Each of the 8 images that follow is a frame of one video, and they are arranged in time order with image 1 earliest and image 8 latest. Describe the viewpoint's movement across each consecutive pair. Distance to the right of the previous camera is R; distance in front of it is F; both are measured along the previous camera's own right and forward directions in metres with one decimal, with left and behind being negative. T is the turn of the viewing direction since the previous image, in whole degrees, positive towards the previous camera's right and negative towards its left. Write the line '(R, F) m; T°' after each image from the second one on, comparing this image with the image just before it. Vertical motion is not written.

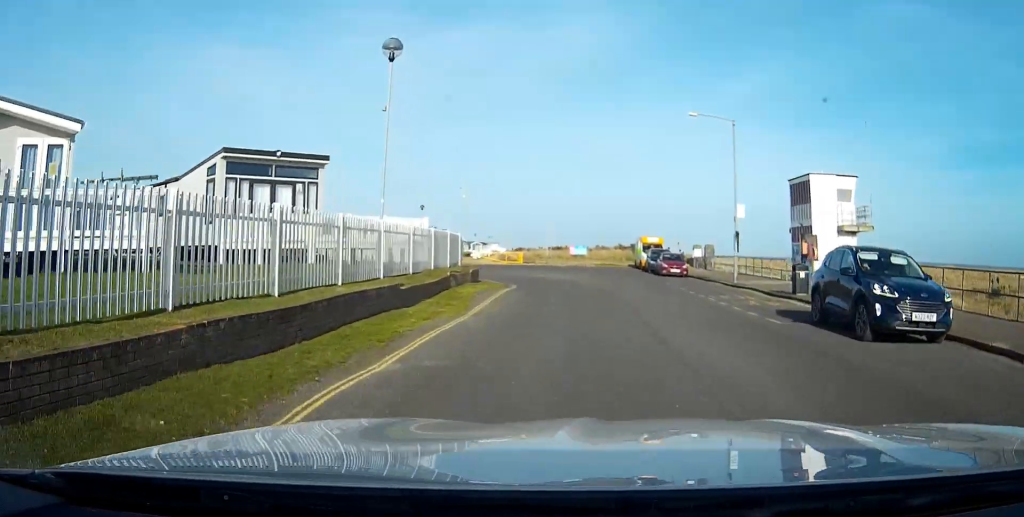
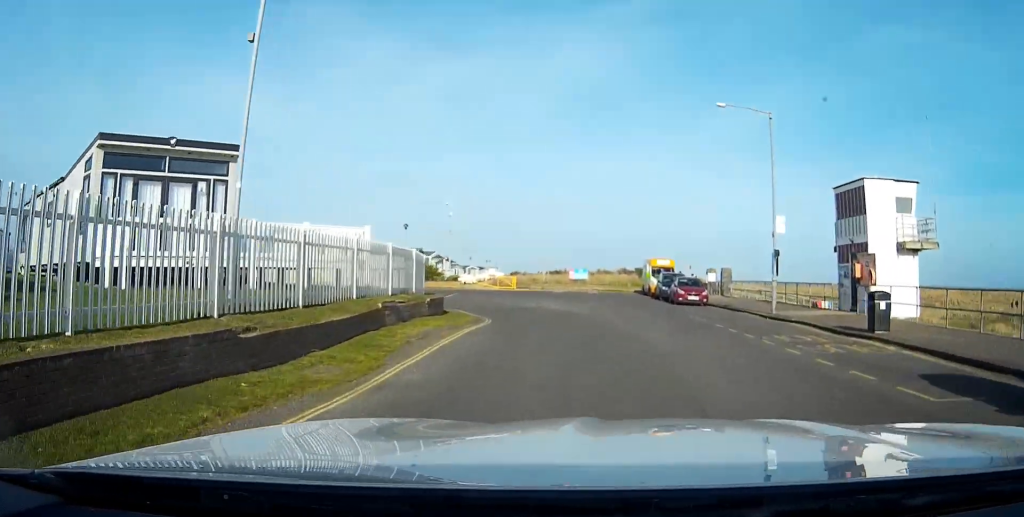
(0.0, +7.5) m; 0°
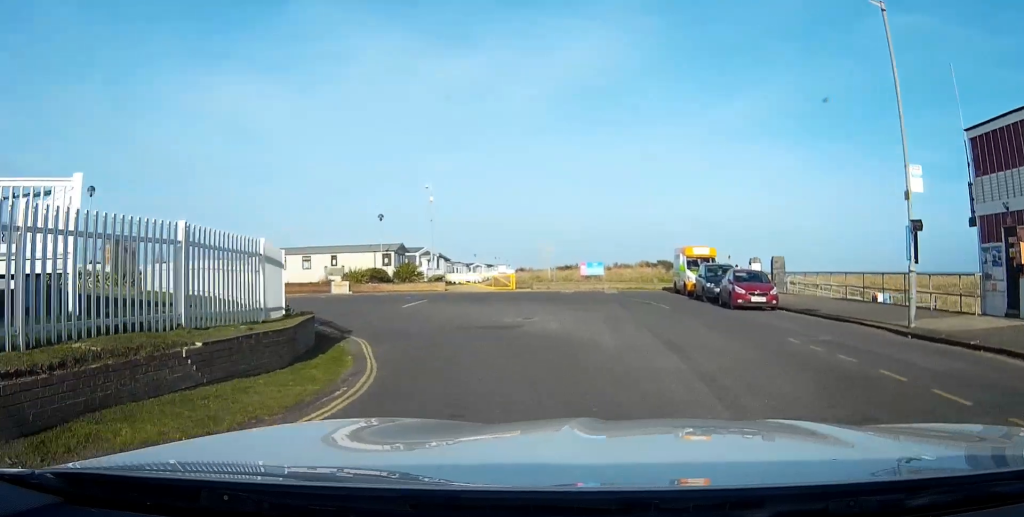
(-0.1, +12.6) m; -2°
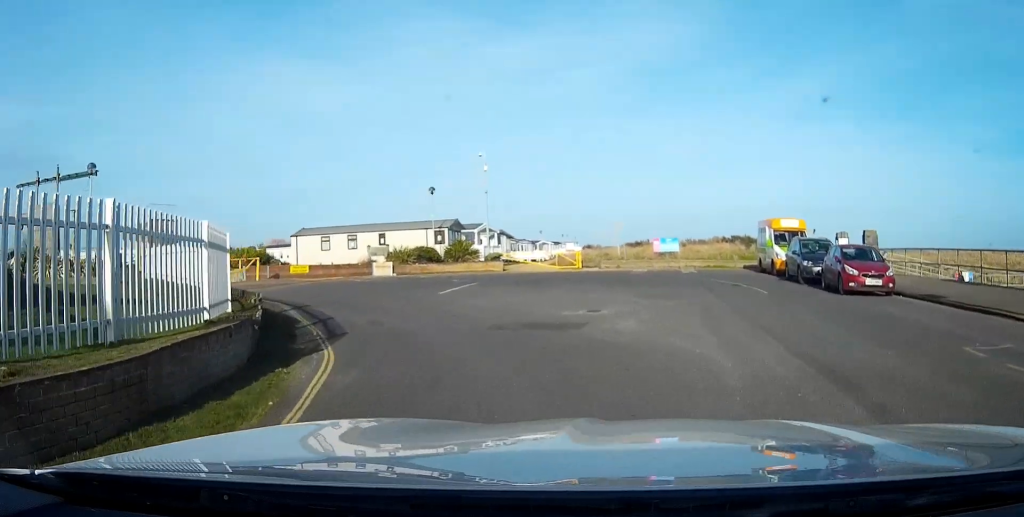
(+0.1, +6.0) m; -3°
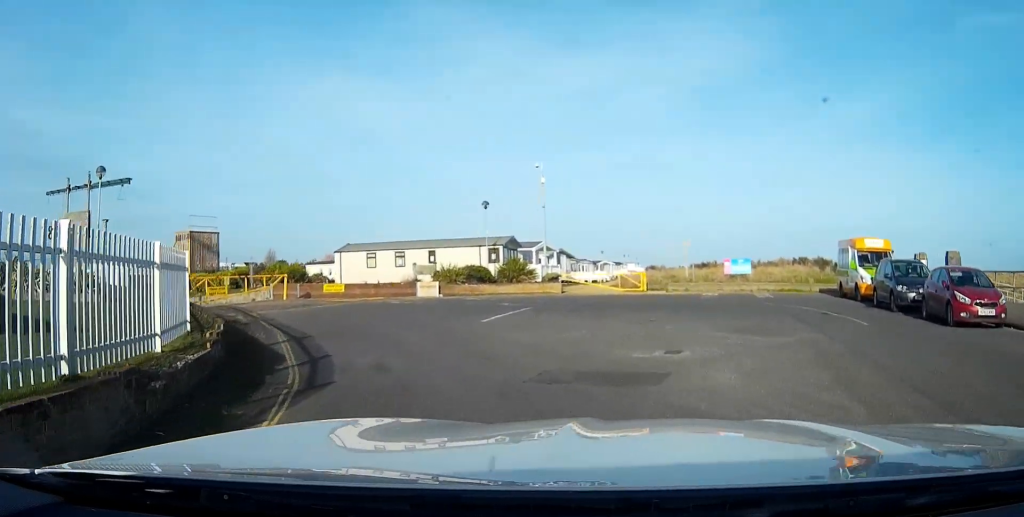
(-0.2, +4.1) m; -5°
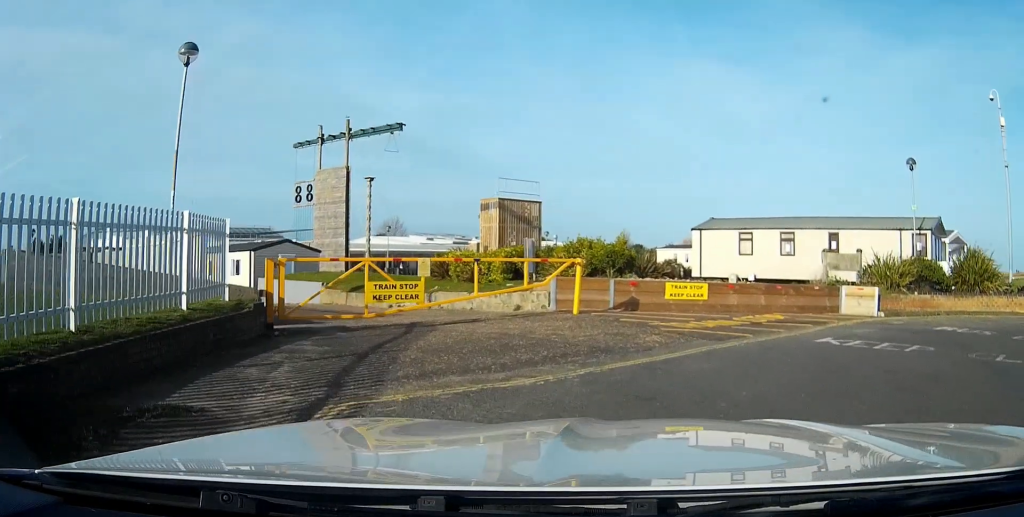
(-4.7, +17.4) m; -27°
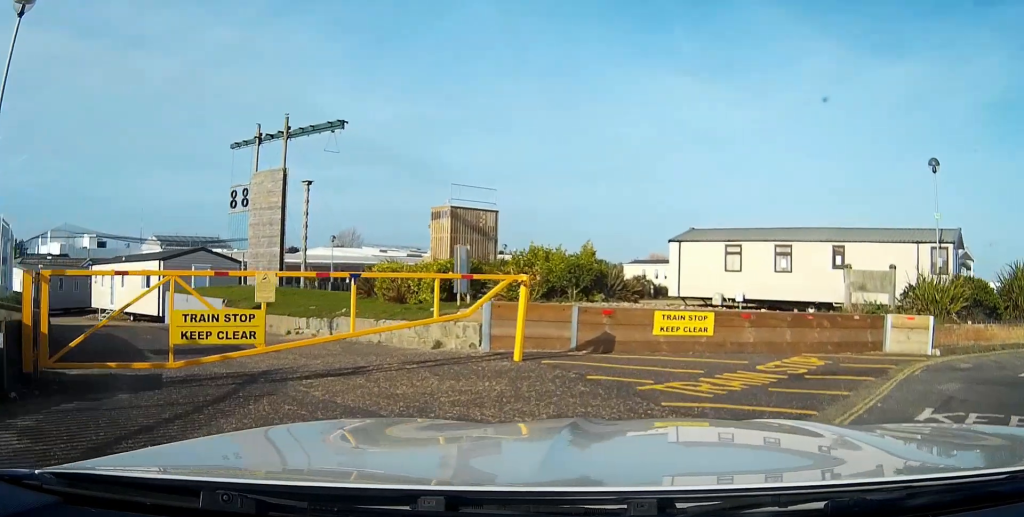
(-0.1, +5.1) m; +3°
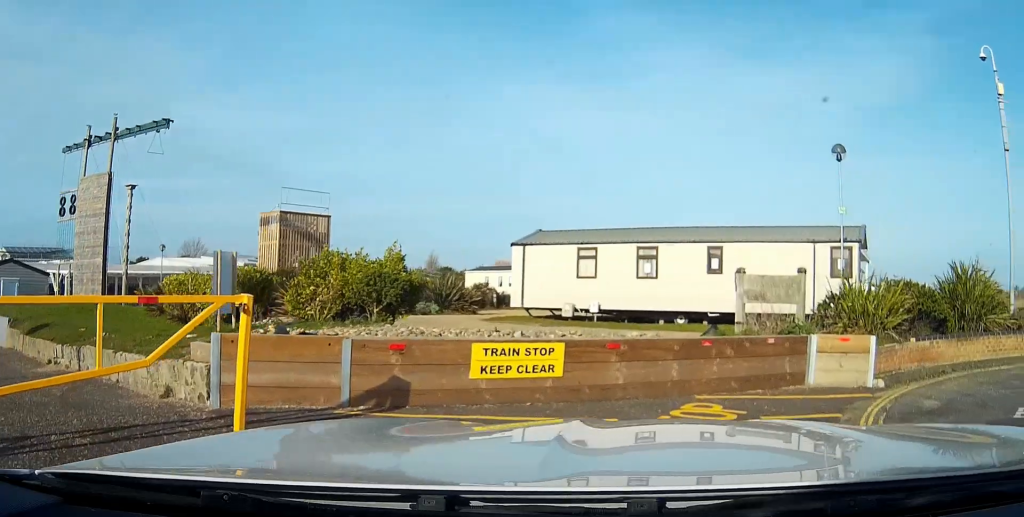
(+0.2, +3.8) m; +11°
